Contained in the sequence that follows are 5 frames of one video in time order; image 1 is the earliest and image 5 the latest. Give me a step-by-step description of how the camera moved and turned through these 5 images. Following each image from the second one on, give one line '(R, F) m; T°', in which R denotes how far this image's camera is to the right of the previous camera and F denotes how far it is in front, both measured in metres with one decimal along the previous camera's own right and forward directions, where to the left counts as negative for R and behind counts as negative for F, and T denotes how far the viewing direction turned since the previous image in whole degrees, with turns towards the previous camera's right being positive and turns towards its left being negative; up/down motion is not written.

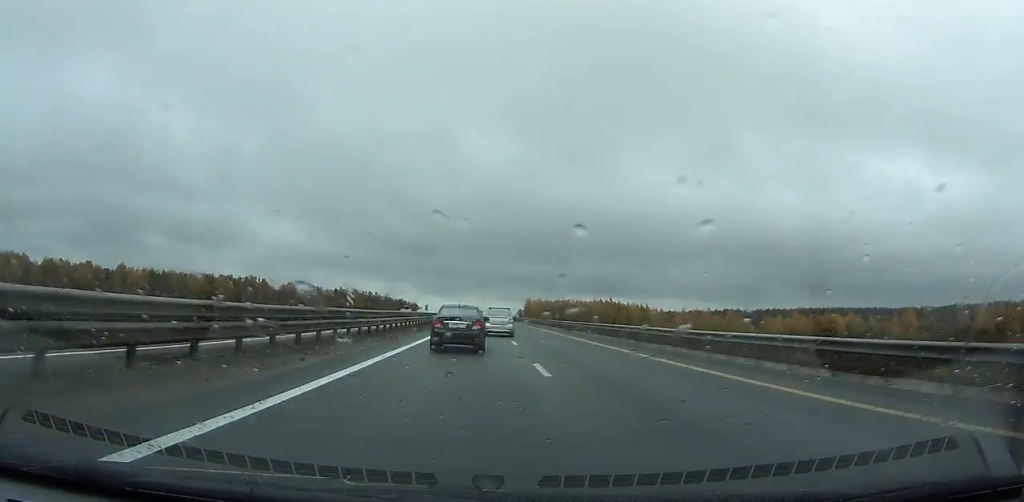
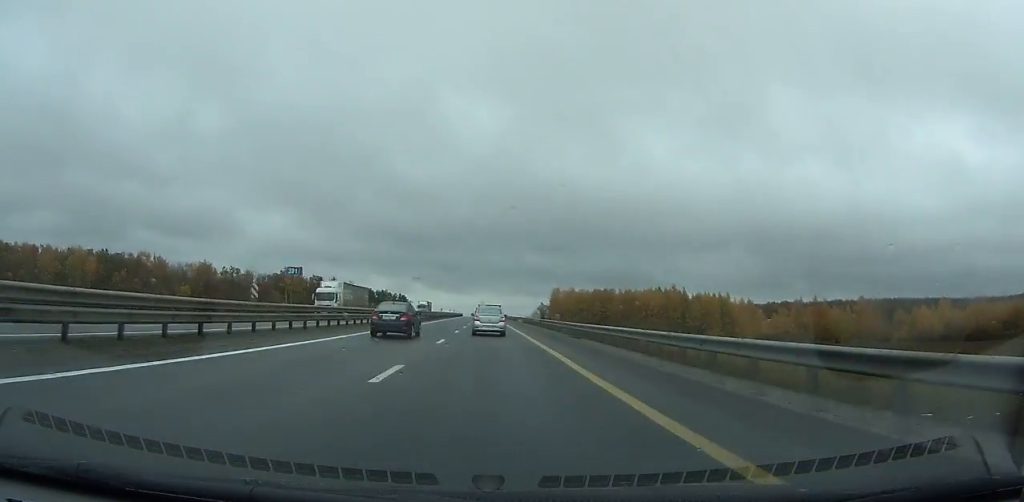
(+0.1, +118.7) m; -1°
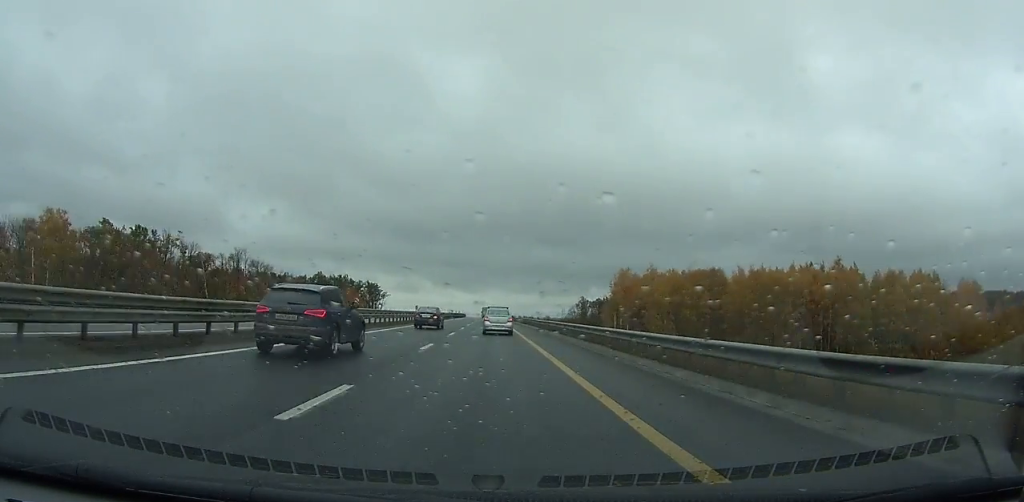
(-2.7, +130.0) m; -2°
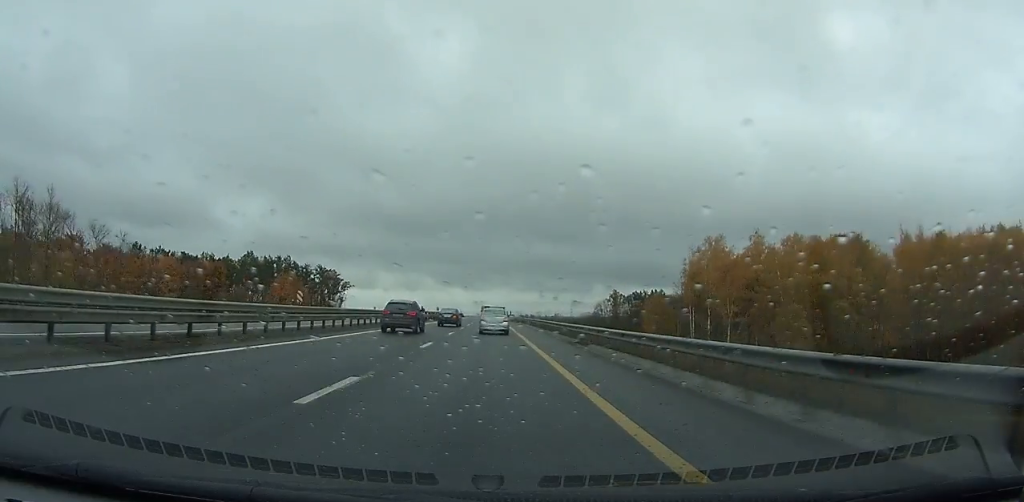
(-0.4, +68.1) m; -1°
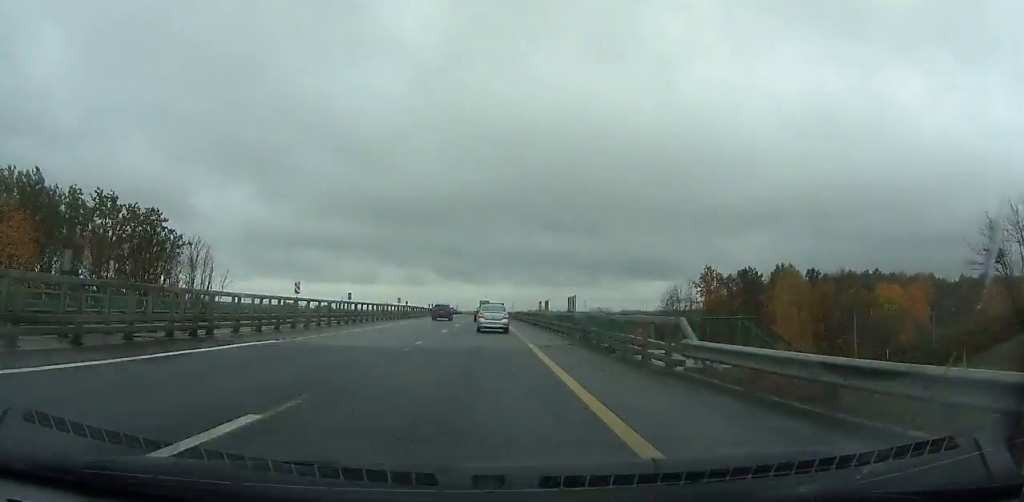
(-0.6, +96.4) m; -1°
